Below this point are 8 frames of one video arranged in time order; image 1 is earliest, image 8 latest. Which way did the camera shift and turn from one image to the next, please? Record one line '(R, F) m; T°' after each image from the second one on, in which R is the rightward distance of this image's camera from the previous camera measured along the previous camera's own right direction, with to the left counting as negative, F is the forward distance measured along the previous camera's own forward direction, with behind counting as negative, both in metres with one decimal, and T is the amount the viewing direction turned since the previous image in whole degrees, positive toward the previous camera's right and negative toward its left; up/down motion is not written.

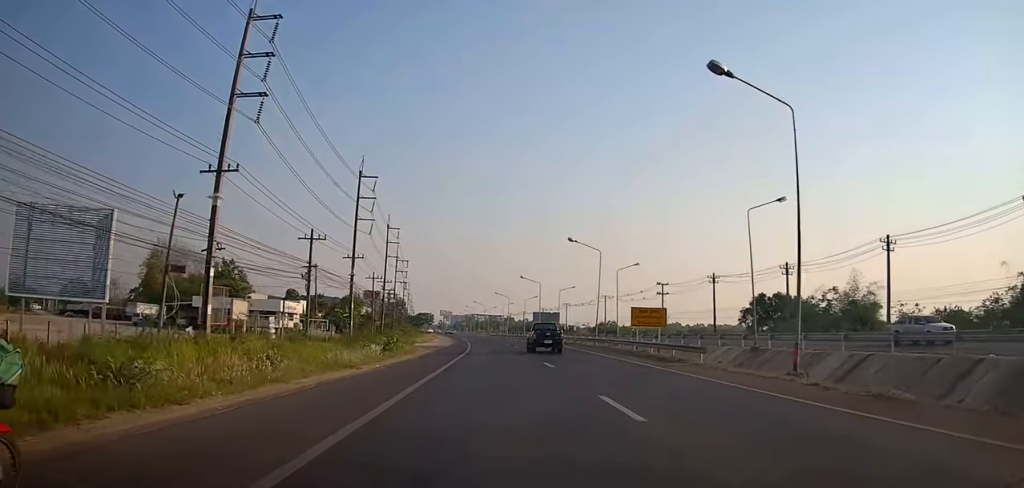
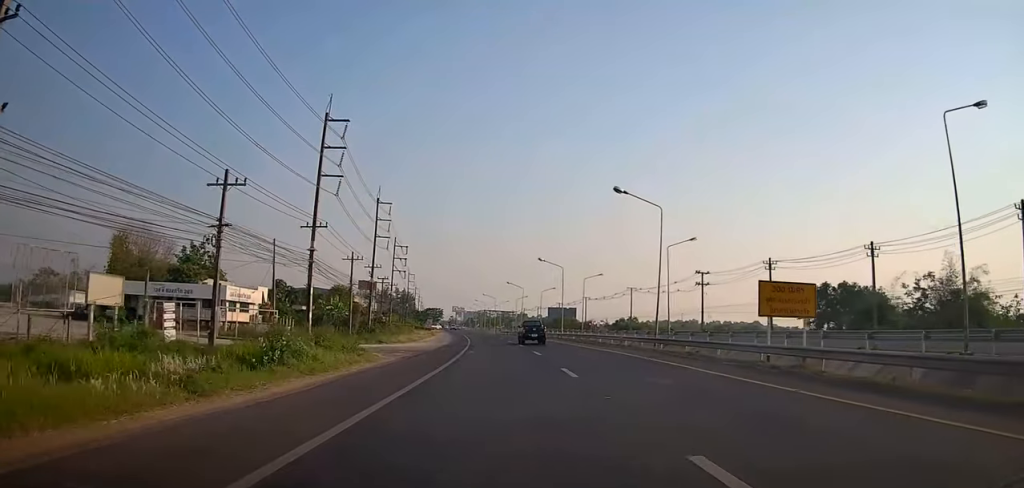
(0.0, +17.7) m; -1°
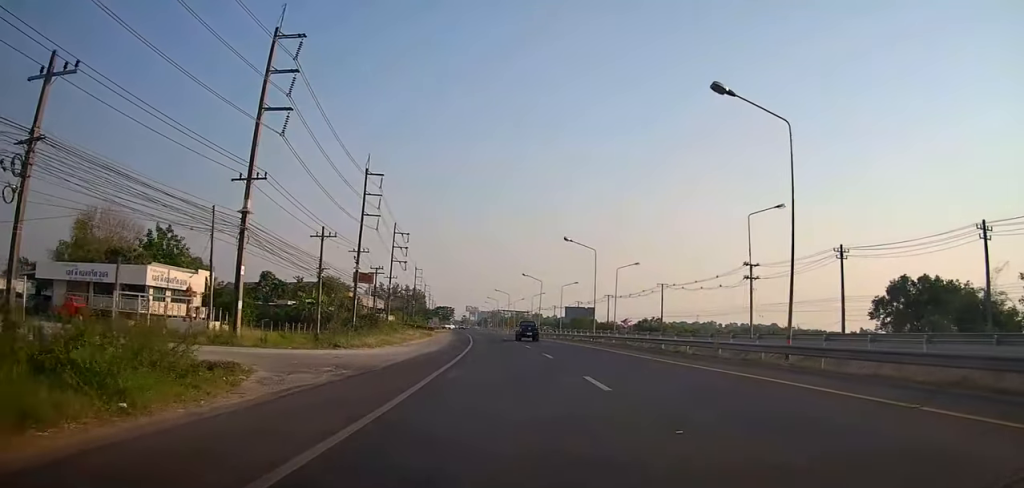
(-0.2, +15.5) m; -3°
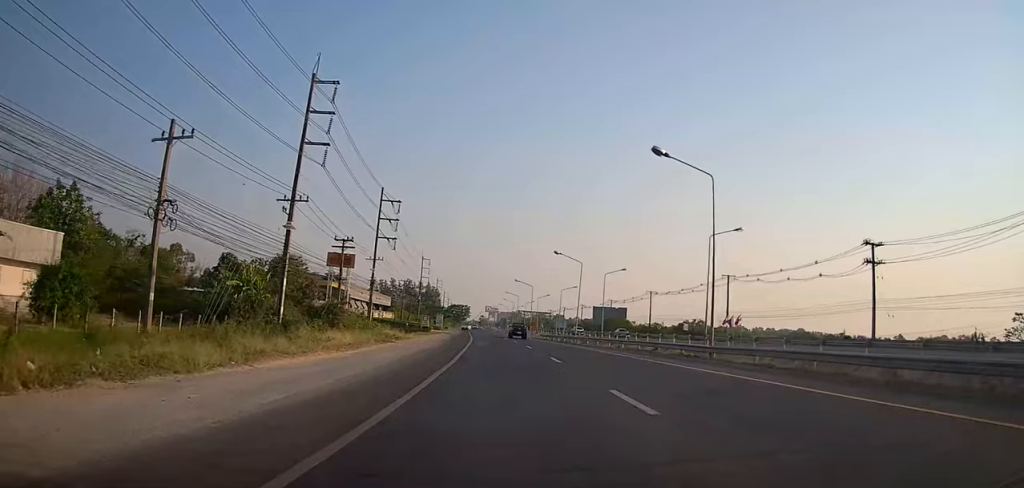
(-1.2, +27.2) m; 0°
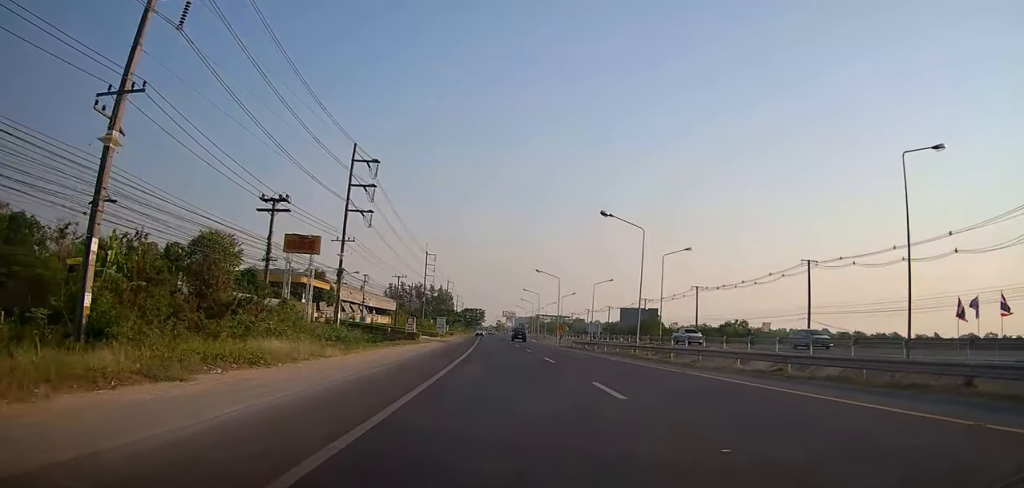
(+0.5, +22.5) m; -3°
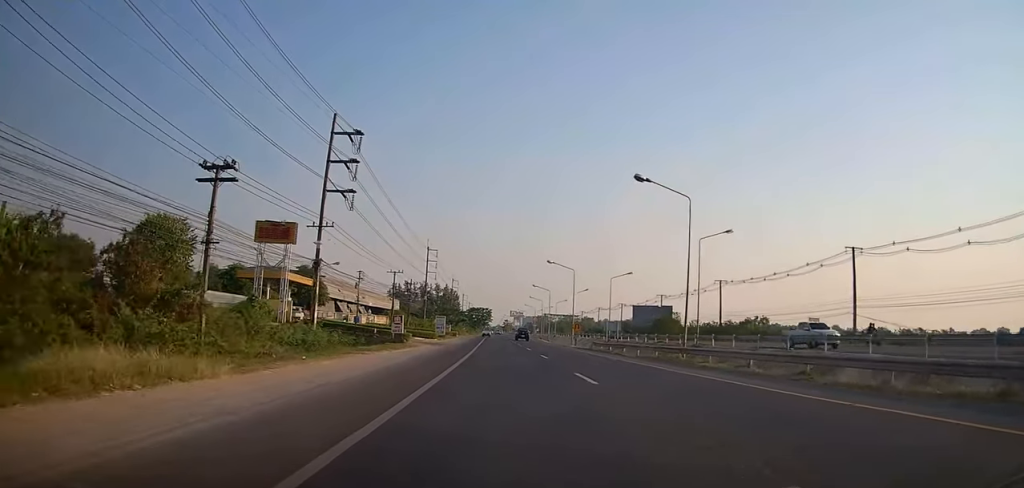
(-0.9, +9.1) m; -2°
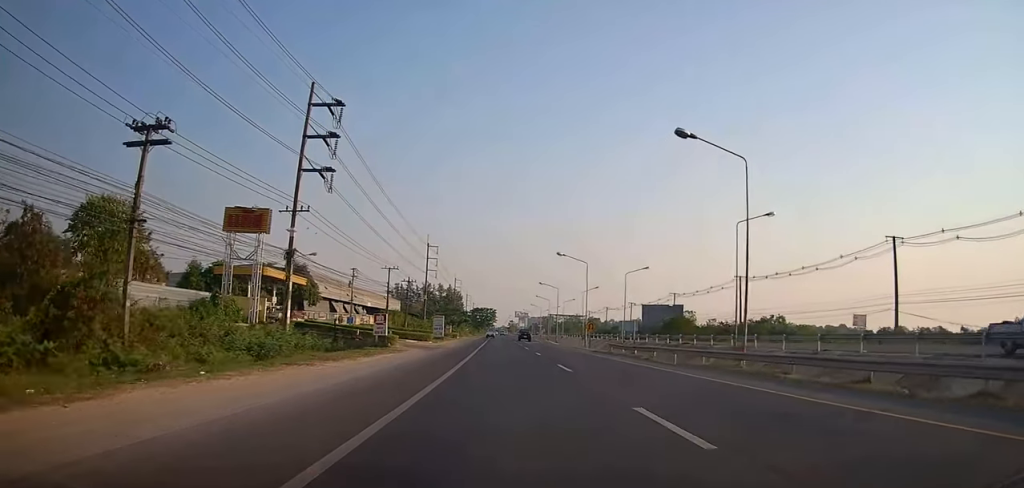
(-0.2, +7.2) m; -1°
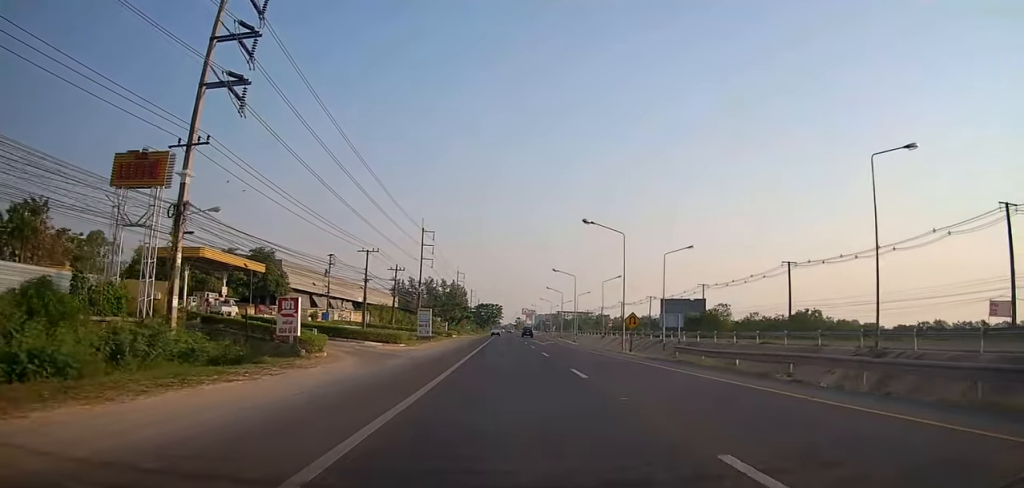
(+0.6, +15.9) m; 0°
